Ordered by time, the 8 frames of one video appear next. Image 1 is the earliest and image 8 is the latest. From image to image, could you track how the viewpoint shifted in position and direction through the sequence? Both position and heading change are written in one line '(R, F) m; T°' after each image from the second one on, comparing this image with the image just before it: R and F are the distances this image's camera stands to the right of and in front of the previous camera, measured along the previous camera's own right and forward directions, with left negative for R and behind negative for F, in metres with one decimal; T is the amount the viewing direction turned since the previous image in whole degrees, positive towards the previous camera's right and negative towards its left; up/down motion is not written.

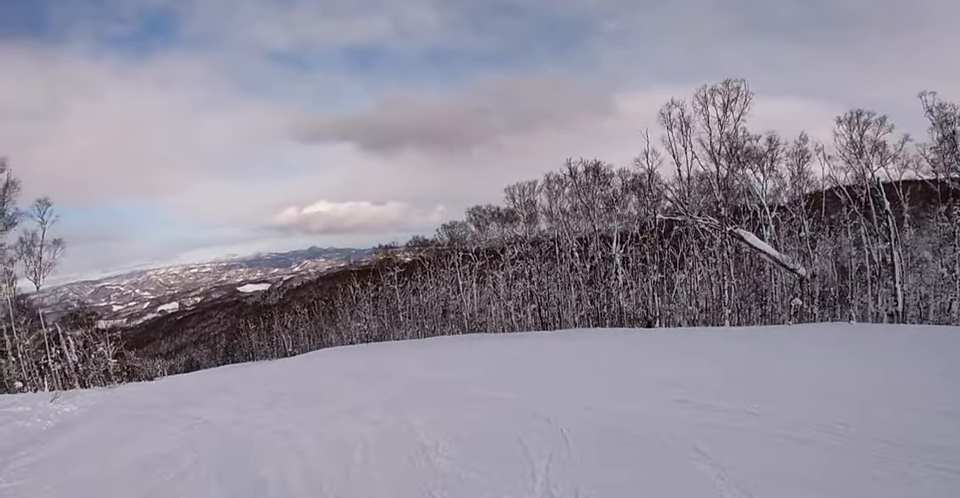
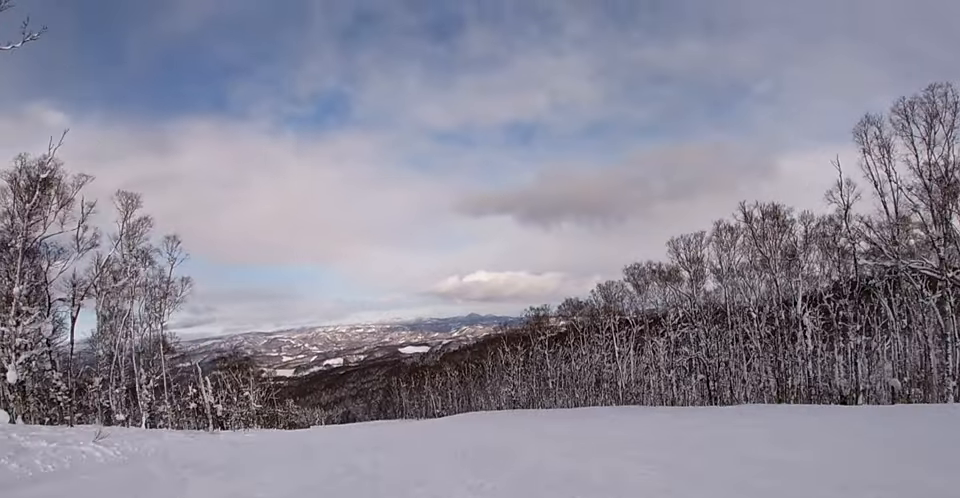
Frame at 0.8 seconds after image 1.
(-1.0, +5.8) m; -9°
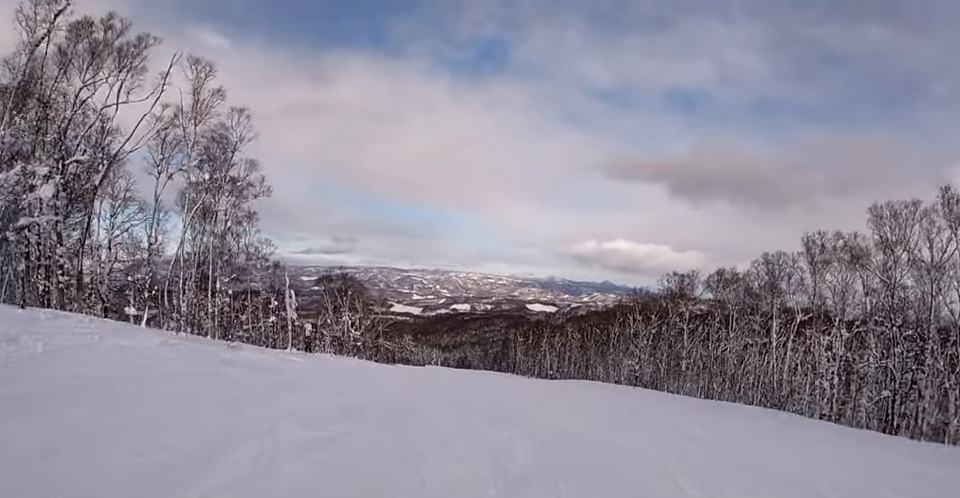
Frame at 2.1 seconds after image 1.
(-0.7, +9.8) m; -17°
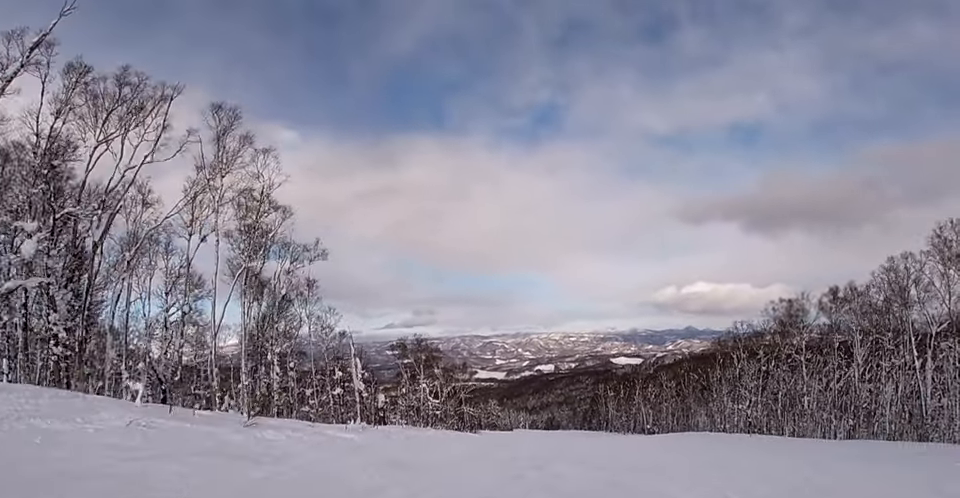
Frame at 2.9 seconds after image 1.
(-1.5, +6.7) m; +3°
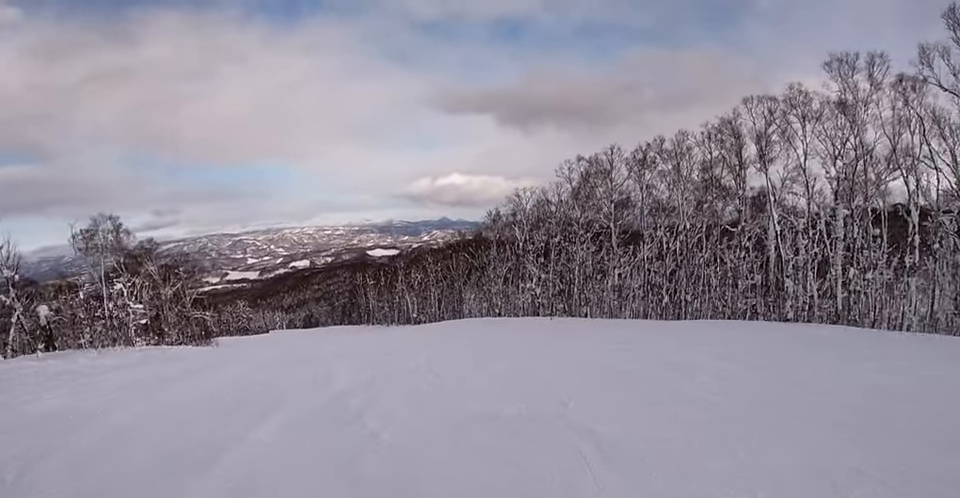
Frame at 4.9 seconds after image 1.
(+3.4, +15.6) m; +14°
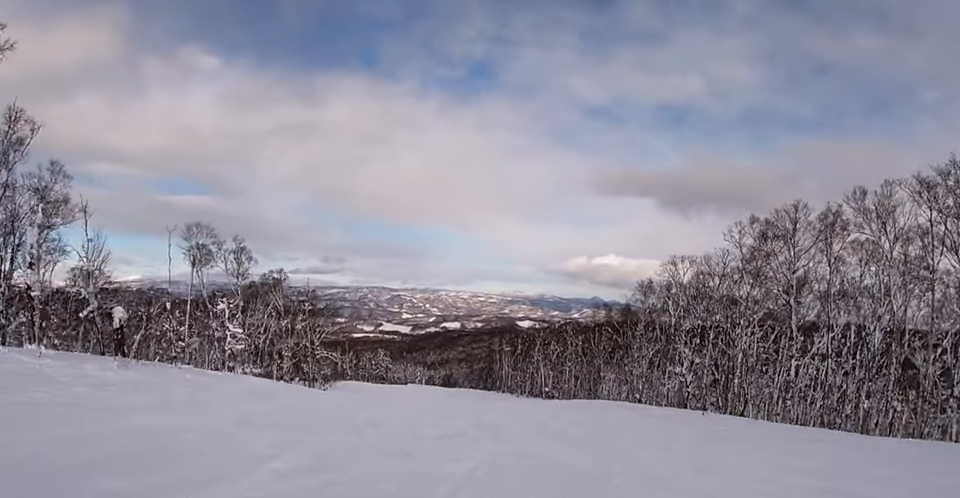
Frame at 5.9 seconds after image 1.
(+0.2, +8.4) m; -4°
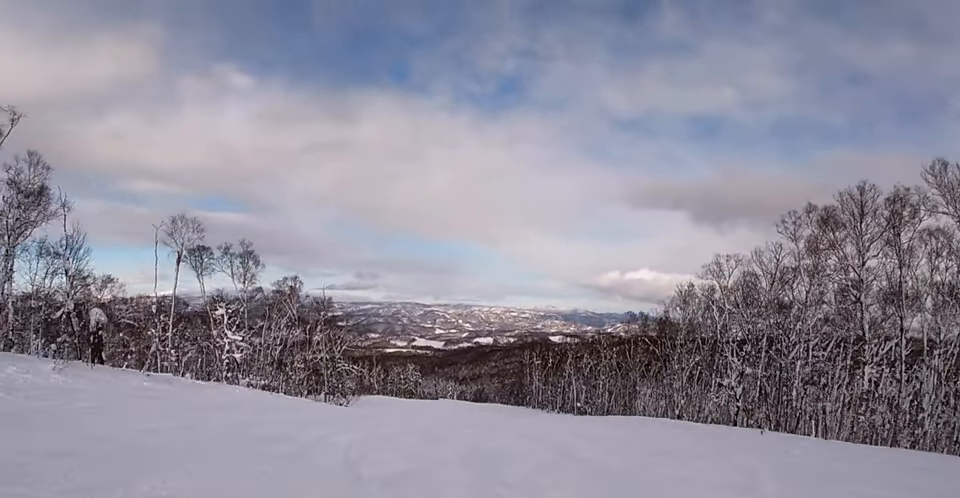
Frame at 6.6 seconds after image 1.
(-0.4, +4.9) m; -9°
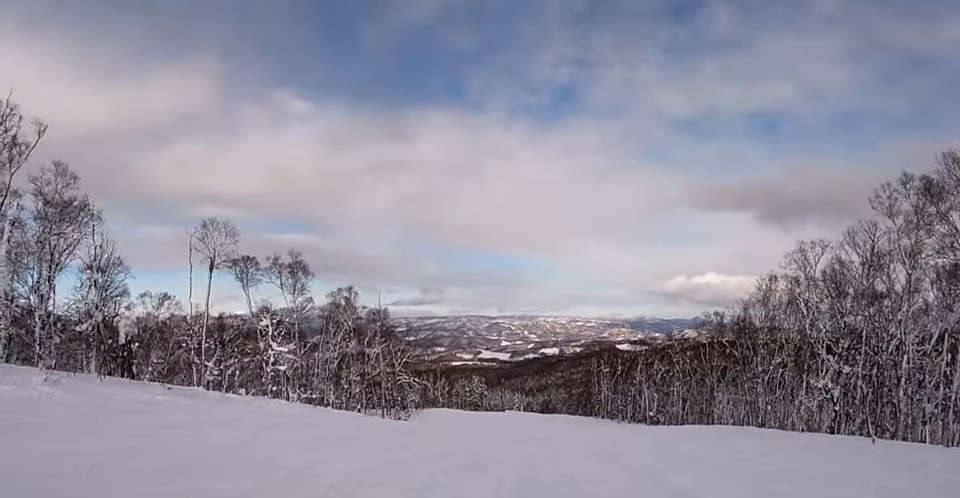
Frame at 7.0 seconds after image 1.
(+0.1, +3.7) m; -8°
